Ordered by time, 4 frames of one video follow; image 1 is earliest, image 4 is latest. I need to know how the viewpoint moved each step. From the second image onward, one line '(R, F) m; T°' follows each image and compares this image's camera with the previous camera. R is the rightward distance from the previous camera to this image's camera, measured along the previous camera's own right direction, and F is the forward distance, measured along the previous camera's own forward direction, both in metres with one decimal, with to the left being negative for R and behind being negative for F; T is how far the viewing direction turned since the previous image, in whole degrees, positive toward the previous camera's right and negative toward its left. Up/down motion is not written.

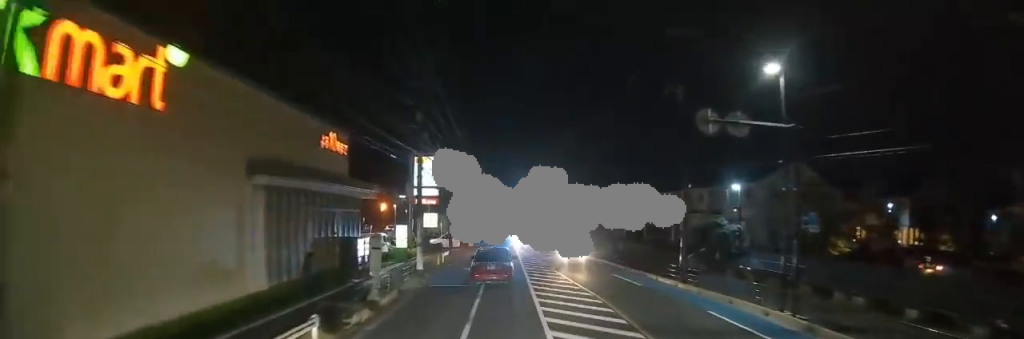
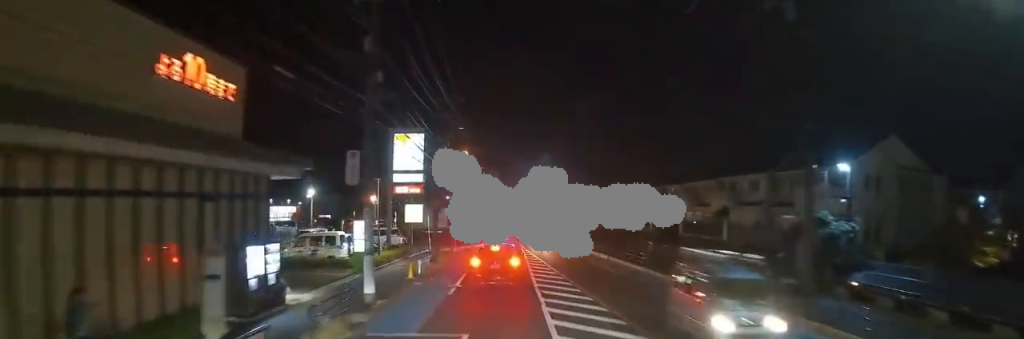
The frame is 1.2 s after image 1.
(+0.2, +12.5) m; 0°
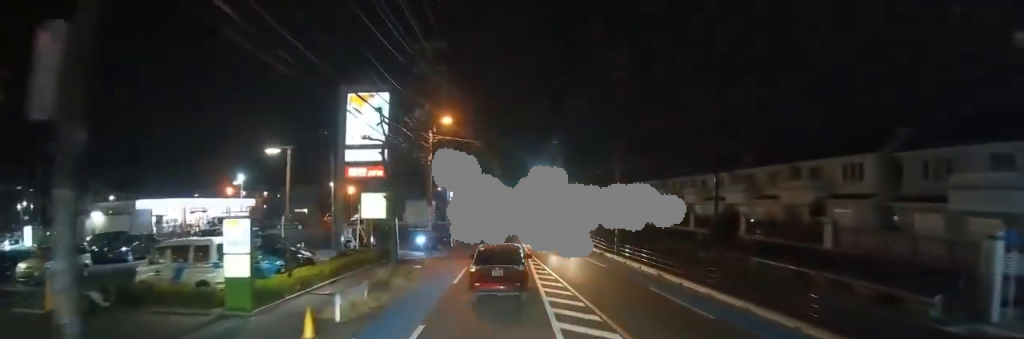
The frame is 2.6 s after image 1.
(-0.2, +14.7) m; 0°
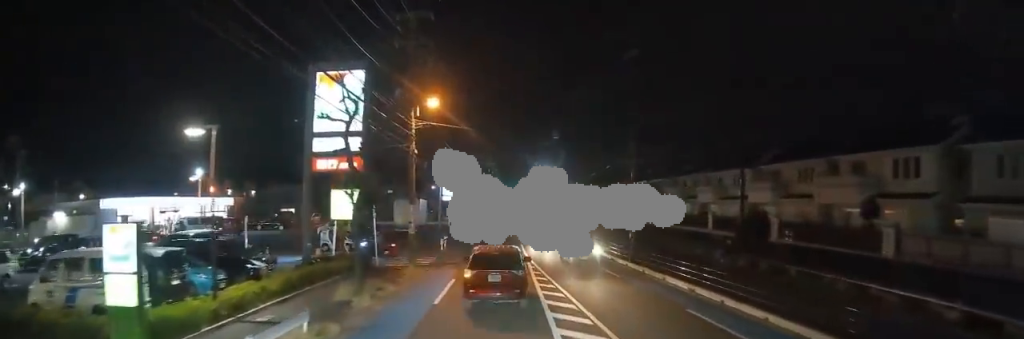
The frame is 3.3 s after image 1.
(0.0, +5.8) m; 0°
